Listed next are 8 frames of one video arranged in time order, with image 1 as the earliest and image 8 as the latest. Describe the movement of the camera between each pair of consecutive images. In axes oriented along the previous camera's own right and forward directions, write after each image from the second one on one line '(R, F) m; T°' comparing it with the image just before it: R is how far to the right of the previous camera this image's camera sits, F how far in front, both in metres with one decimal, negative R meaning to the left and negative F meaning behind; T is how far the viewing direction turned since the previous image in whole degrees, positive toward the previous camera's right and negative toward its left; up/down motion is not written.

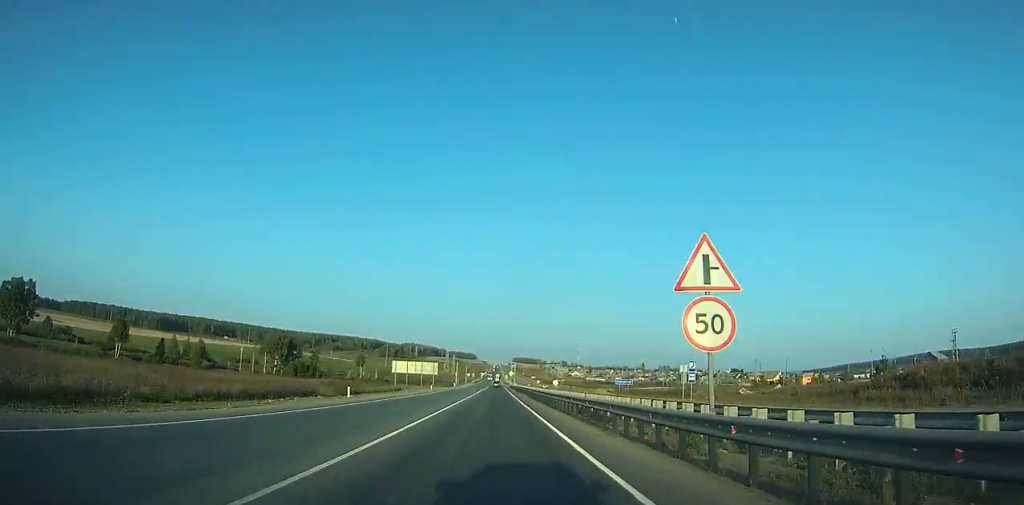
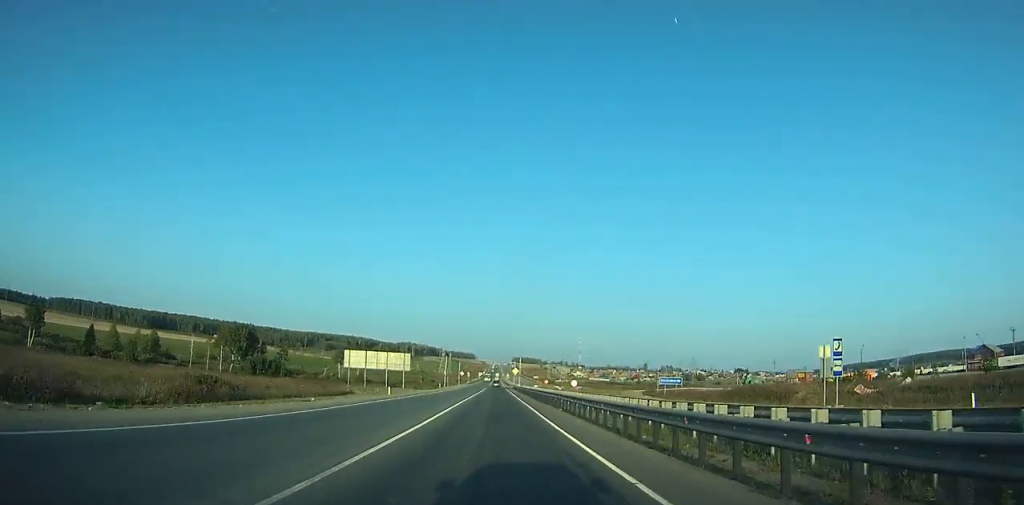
(-0.2, +33.9) m; 0°
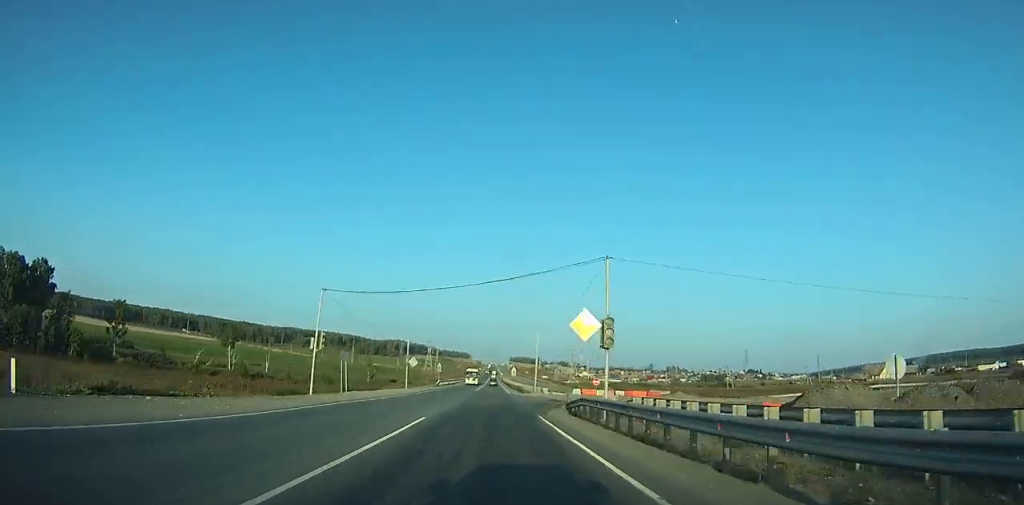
(+0.5, +90.8) m; +1°
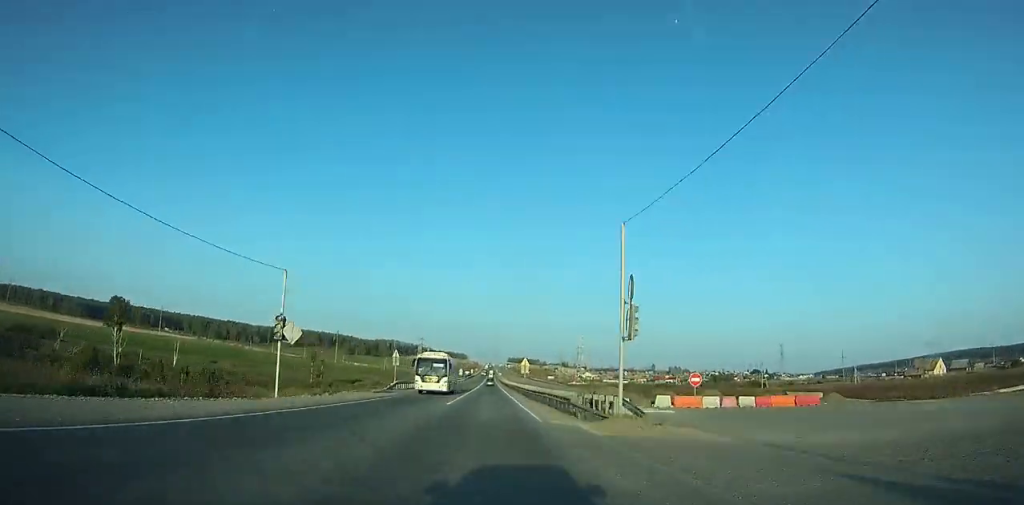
(+0.1, +41.3) m; 0°
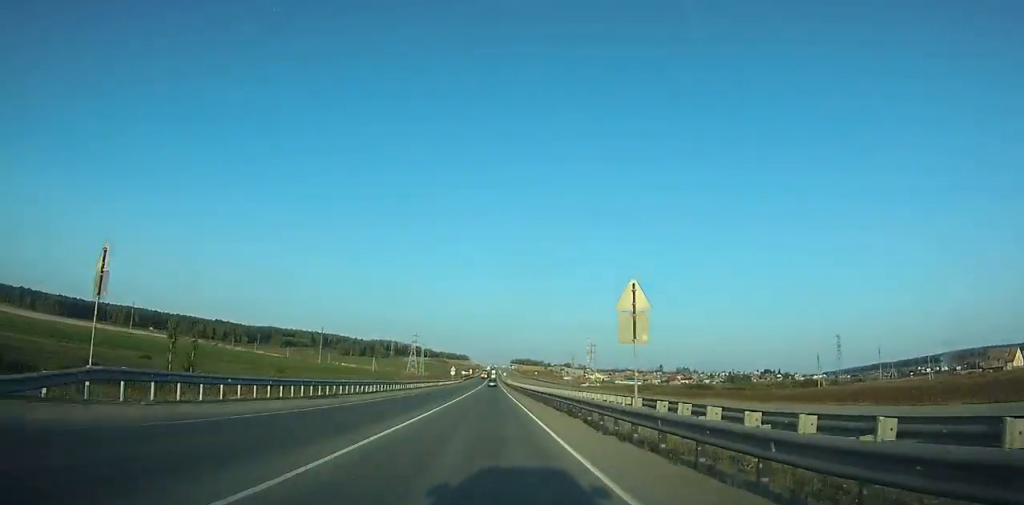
(+0.1, +45.6) m; 0°
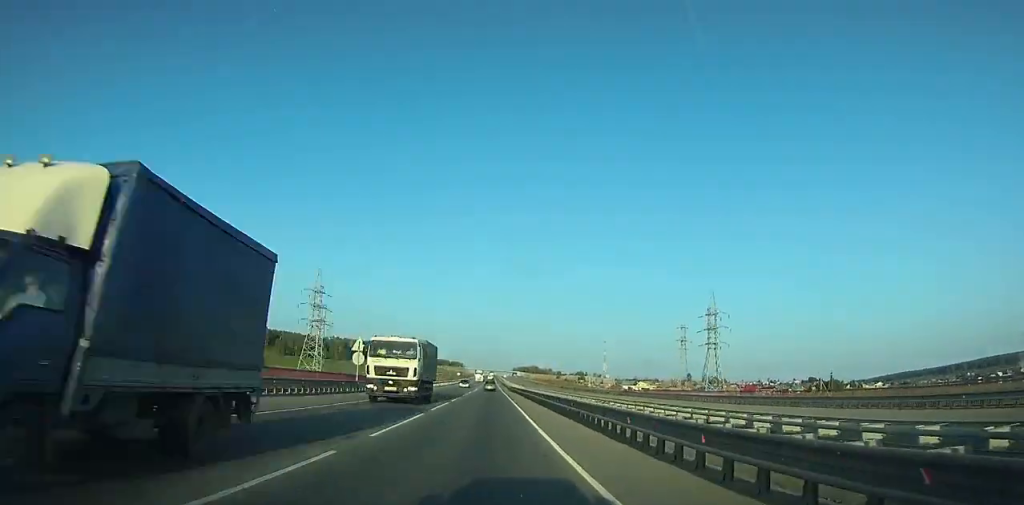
(+0.2, +198.6) m; 0°
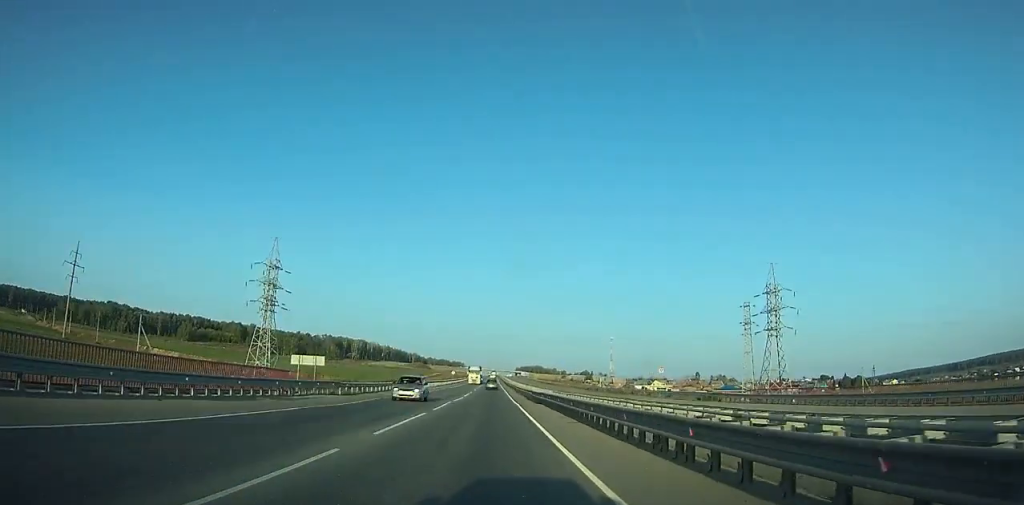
(+0.3, +36.8) m; 0°
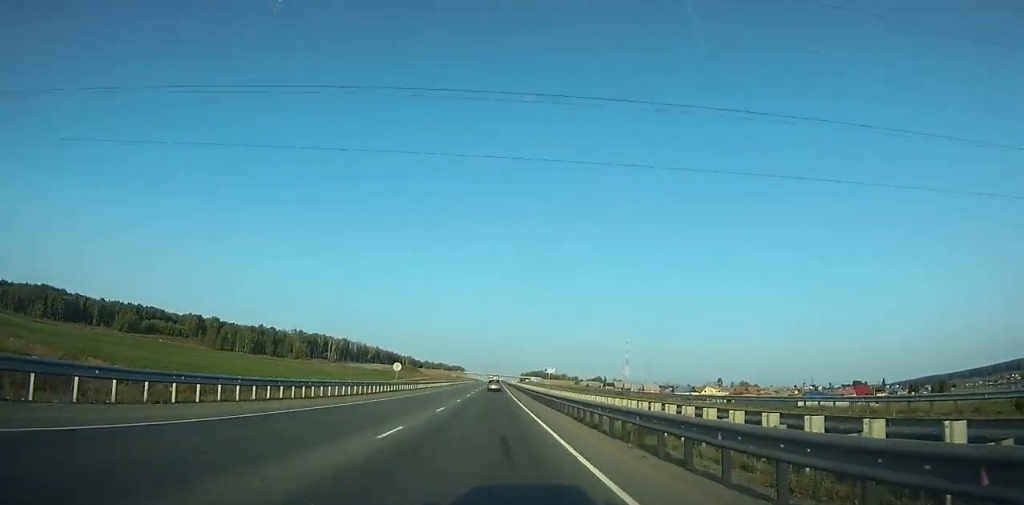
(-0.6, +96.4) m; 0°
